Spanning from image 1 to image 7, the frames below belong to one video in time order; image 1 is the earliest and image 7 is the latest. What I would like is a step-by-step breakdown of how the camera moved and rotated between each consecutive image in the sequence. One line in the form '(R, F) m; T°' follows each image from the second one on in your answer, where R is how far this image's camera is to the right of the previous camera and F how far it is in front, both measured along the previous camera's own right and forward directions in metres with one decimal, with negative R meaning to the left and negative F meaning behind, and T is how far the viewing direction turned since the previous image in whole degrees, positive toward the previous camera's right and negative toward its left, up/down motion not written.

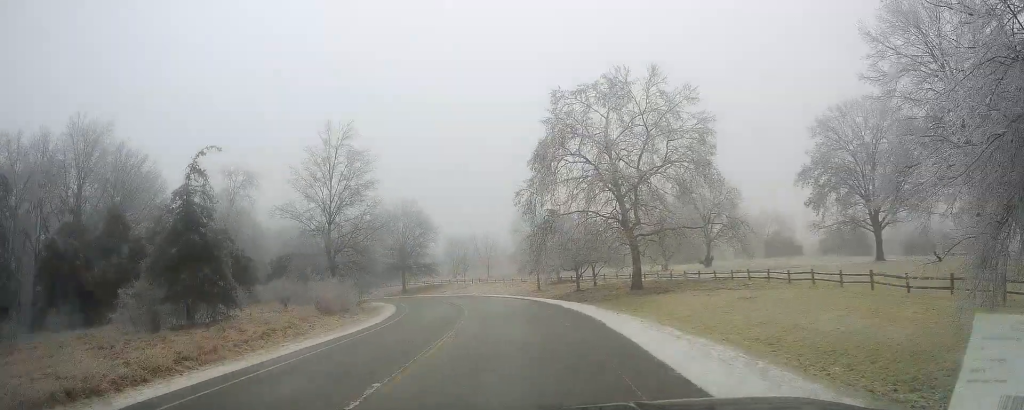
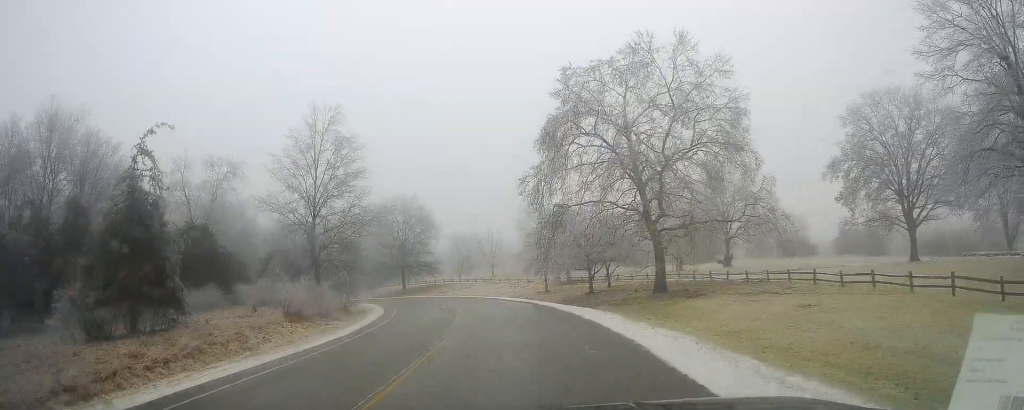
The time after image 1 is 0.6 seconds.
(0.0, +5.7) m; -2°
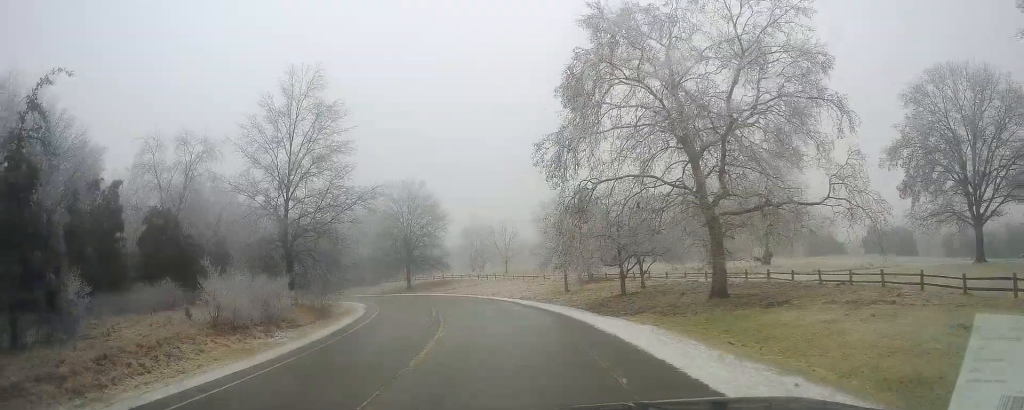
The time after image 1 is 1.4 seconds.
(-0.2, +8.8) m; -2°
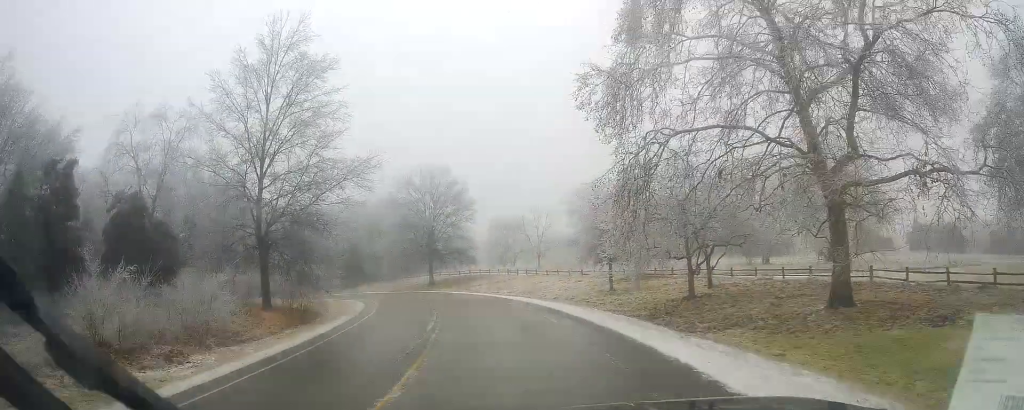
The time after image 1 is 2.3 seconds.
(-0.2, +9.0) m; 0°
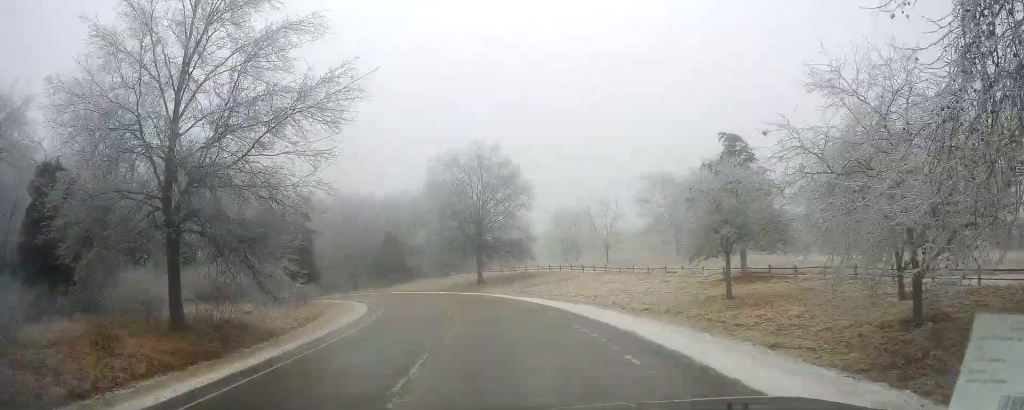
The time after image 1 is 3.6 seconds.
(0.0, +14.1) m; -4°
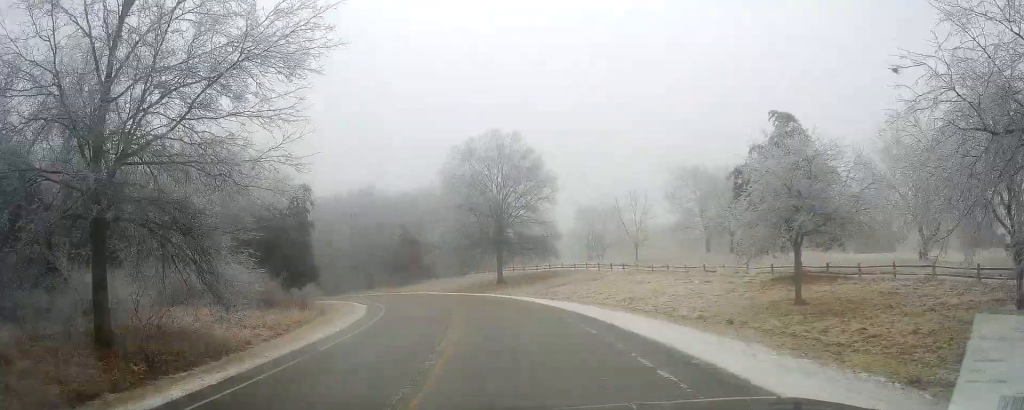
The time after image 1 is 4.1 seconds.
(-0.1, +5.3) m; -3°
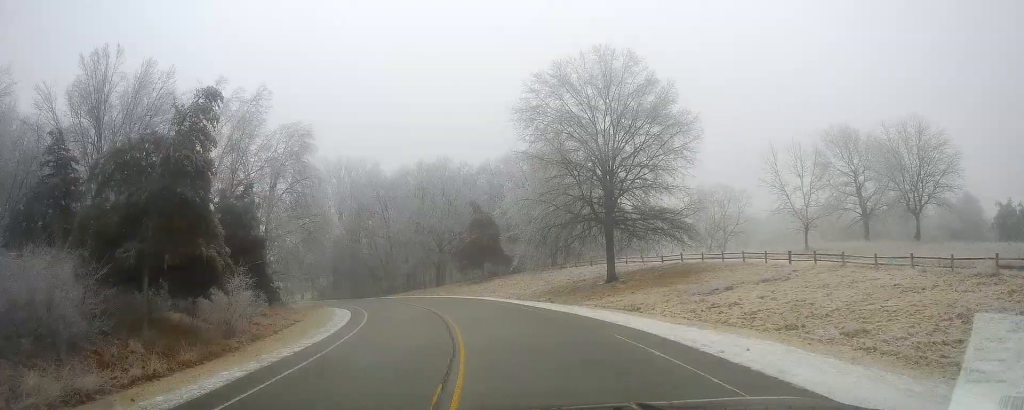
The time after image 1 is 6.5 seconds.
(-3.1, +24.4) m; -13°
